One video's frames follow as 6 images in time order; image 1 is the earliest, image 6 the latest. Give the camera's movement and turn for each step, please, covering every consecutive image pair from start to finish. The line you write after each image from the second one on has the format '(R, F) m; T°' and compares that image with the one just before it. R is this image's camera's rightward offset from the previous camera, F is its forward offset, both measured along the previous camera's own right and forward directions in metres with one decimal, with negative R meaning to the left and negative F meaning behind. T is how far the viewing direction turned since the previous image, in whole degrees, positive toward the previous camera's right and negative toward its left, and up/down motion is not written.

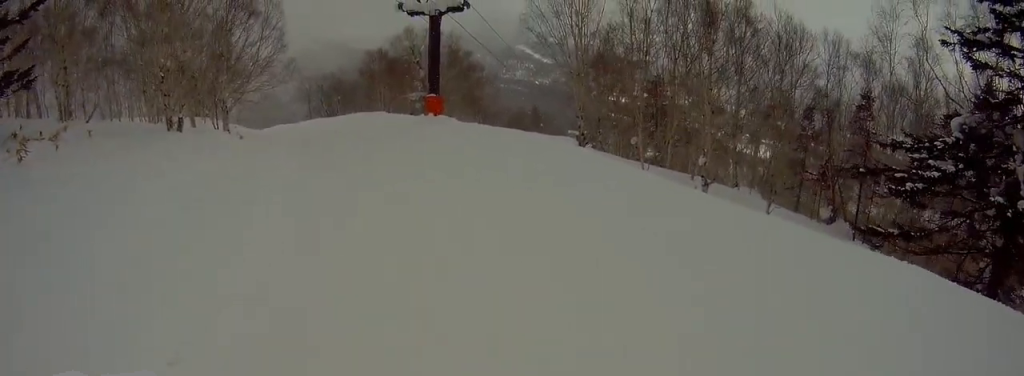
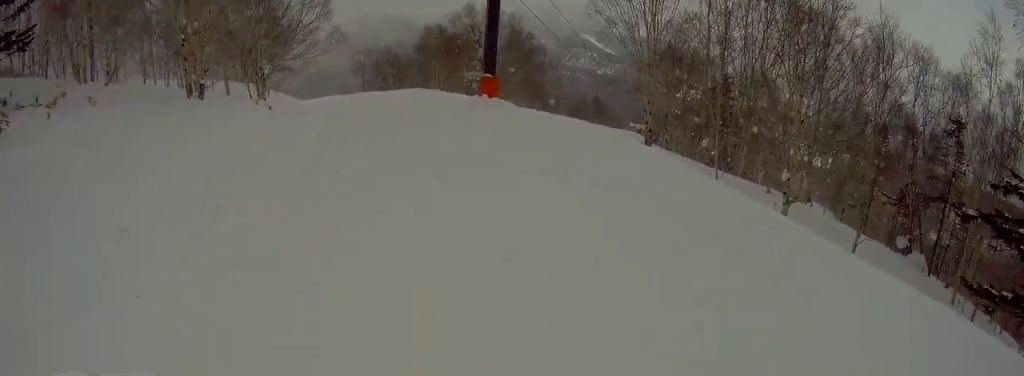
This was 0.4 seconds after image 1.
(-0.3, +1.8) m; -6°
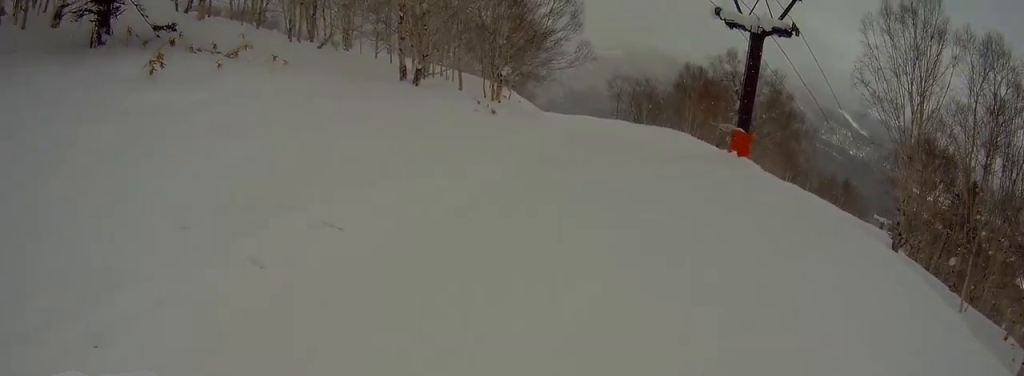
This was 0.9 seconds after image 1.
(-0.1, +1.9) m; -6°
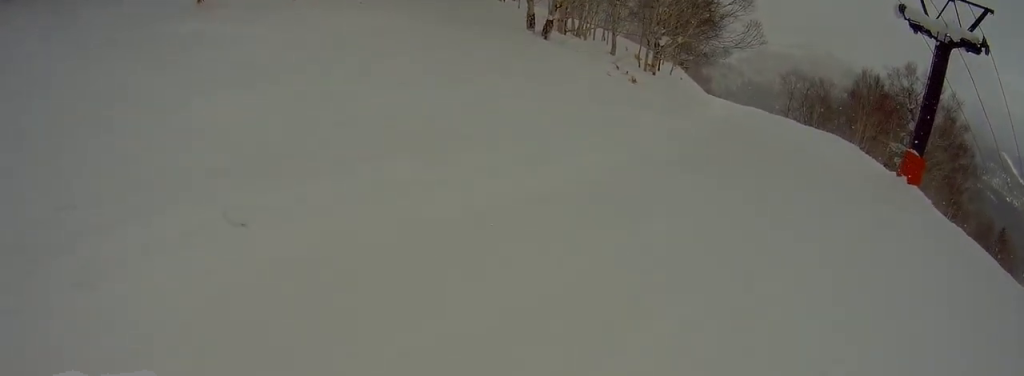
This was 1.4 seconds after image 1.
(-0.1, +2.3) m; +6°
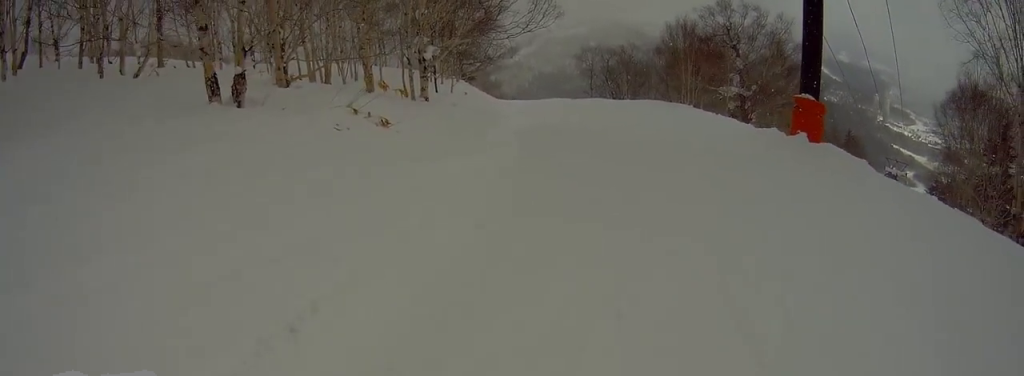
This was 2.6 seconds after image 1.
(+0.8, +4.9) m; +5°
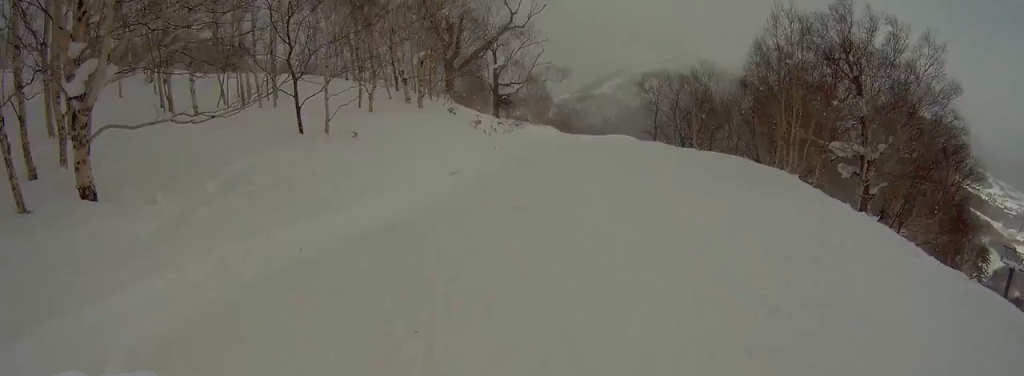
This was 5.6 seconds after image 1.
(+0.1, +12.3) m; -11°
